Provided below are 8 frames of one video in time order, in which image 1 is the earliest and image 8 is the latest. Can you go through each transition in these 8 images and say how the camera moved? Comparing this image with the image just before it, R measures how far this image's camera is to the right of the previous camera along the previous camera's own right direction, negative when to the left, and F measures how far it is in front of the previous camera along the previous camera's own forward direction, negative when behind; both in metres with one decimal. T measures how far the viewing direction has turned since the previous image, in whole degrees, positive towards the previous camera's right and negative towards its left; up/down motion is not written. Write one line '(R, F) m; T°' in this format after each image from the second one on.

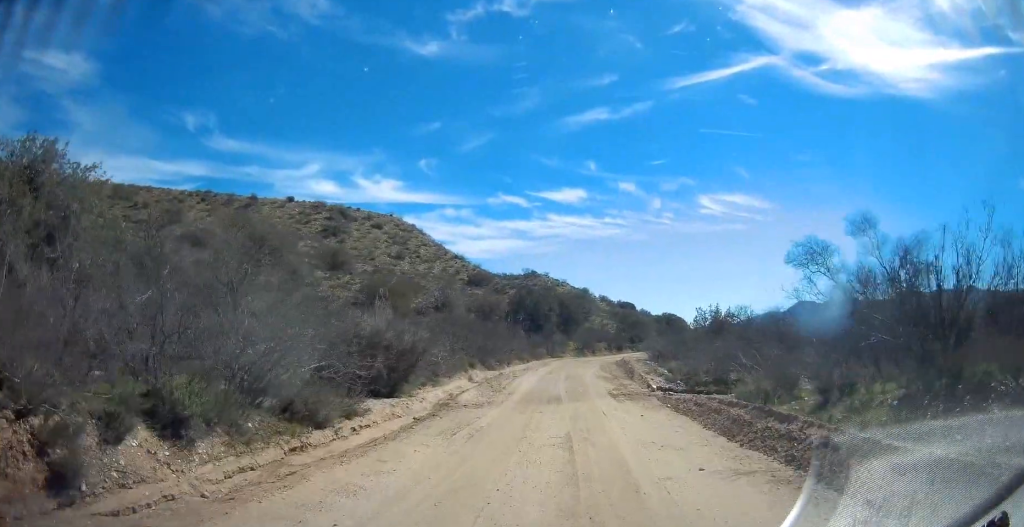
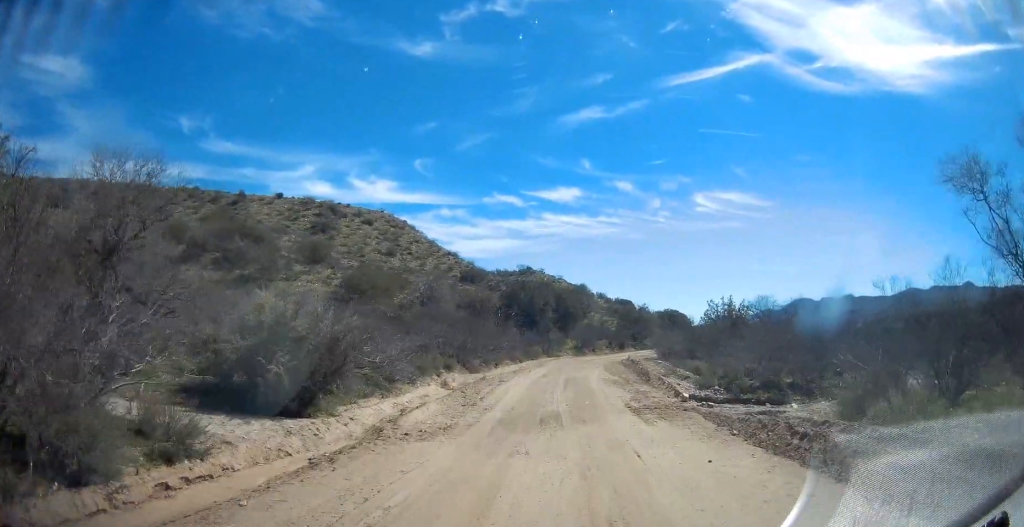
(-0.2, +6.5) m; 0°
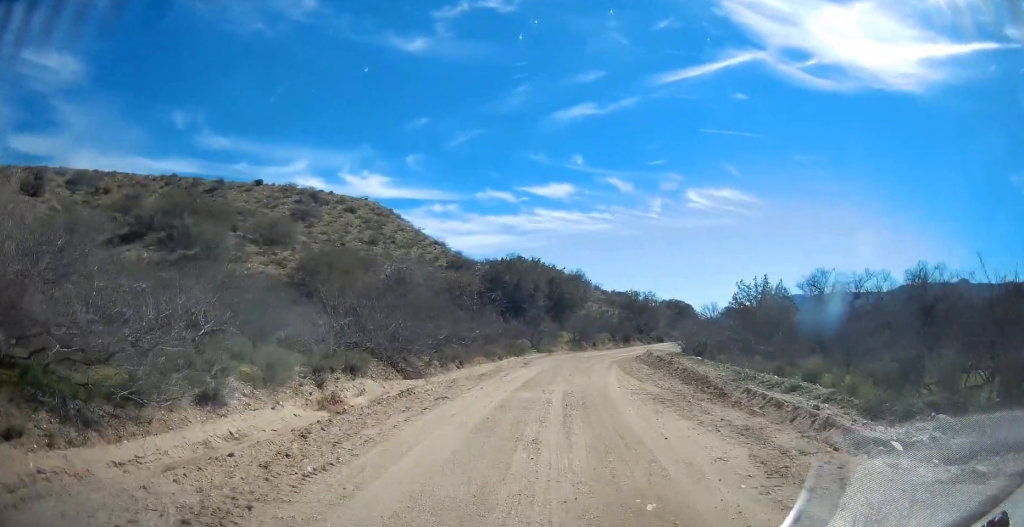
(+0.1, +12.1) m; 0°
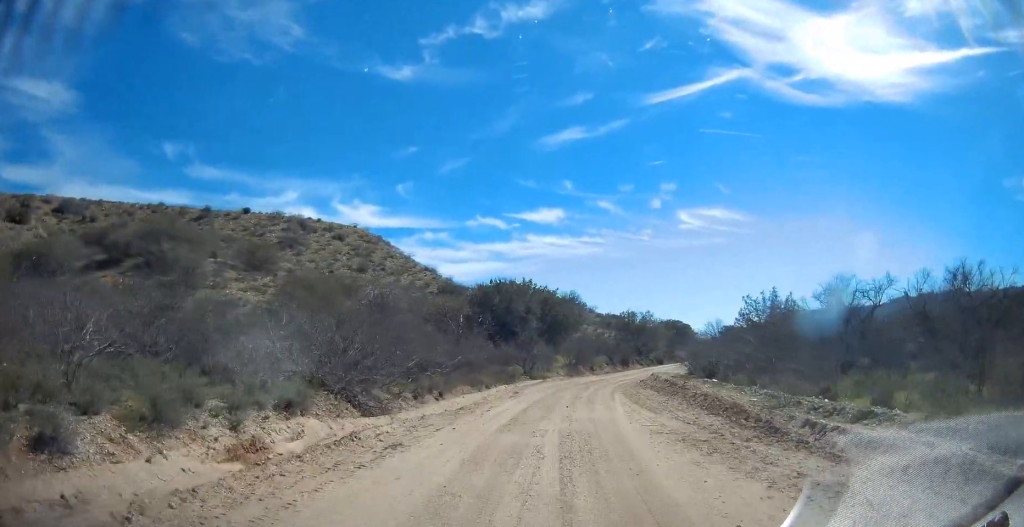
(-0.1, +3.5) m; 0°
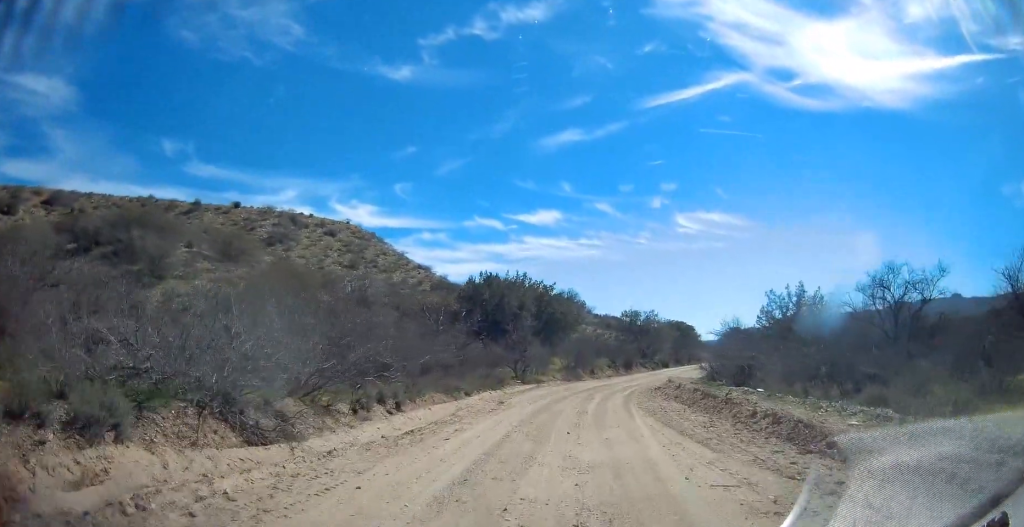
(+0.2, +5.6) m; +1°
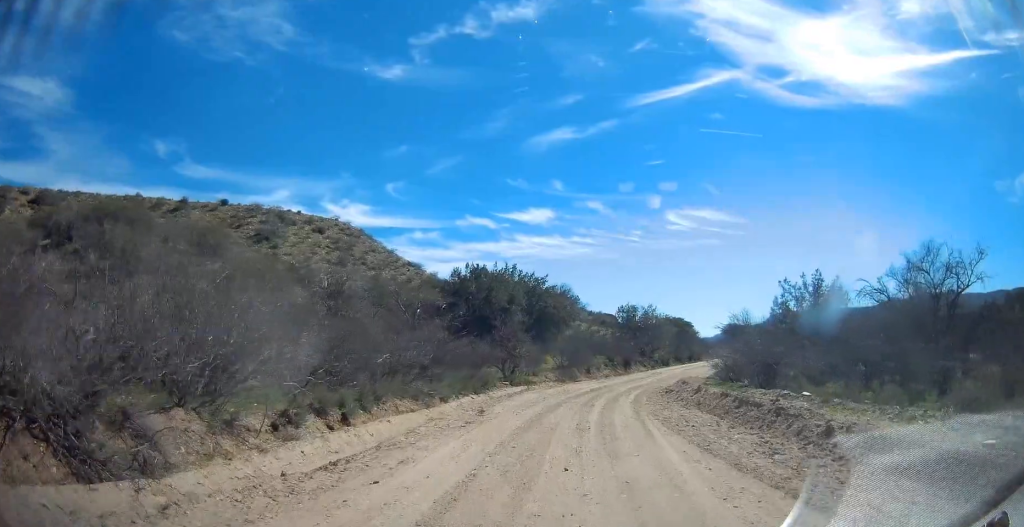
(0.0, +3.8) m; +1°
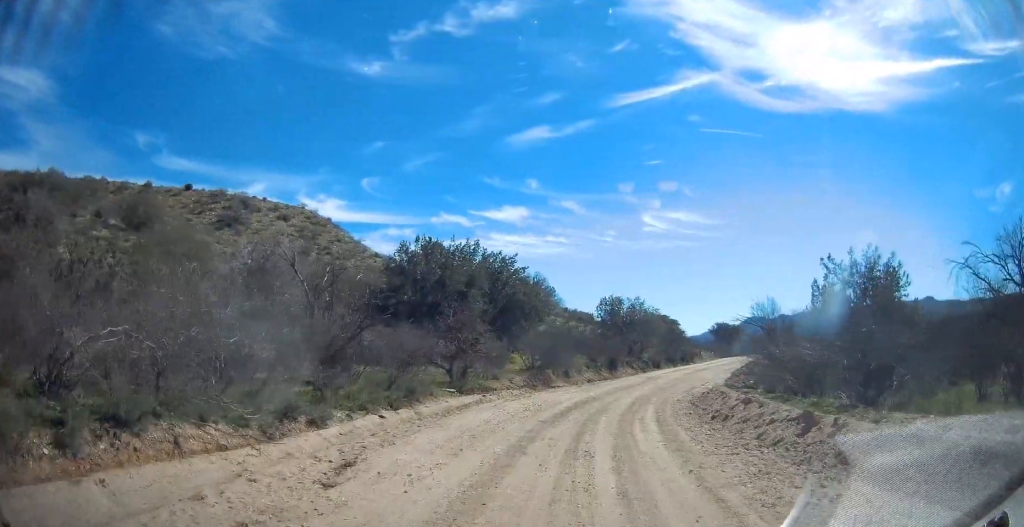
(+0.2, +8.9) m; +3°
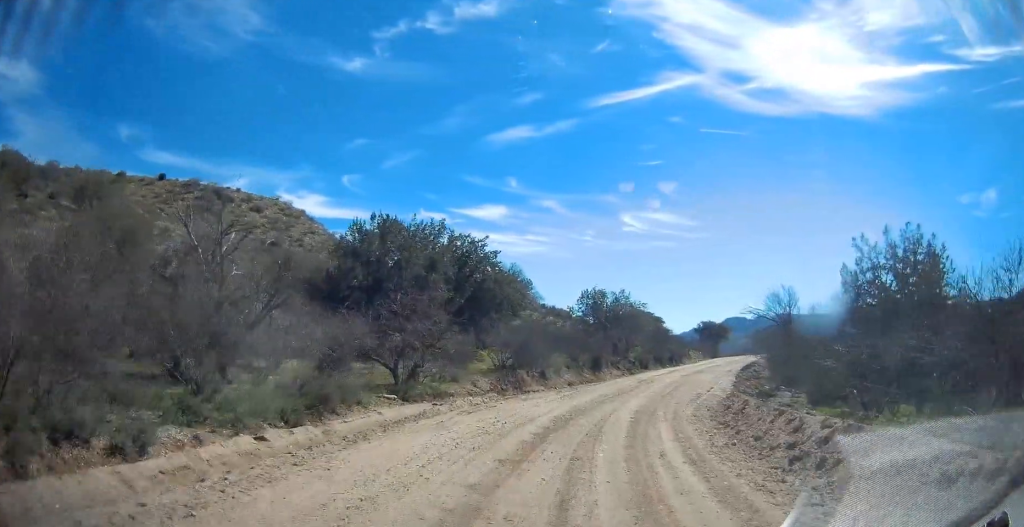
(+0.1, +5.0) m; +2°
